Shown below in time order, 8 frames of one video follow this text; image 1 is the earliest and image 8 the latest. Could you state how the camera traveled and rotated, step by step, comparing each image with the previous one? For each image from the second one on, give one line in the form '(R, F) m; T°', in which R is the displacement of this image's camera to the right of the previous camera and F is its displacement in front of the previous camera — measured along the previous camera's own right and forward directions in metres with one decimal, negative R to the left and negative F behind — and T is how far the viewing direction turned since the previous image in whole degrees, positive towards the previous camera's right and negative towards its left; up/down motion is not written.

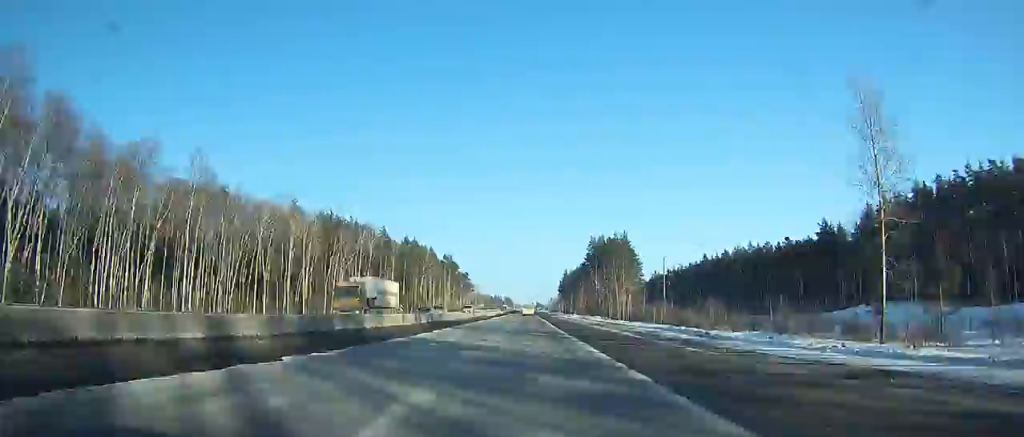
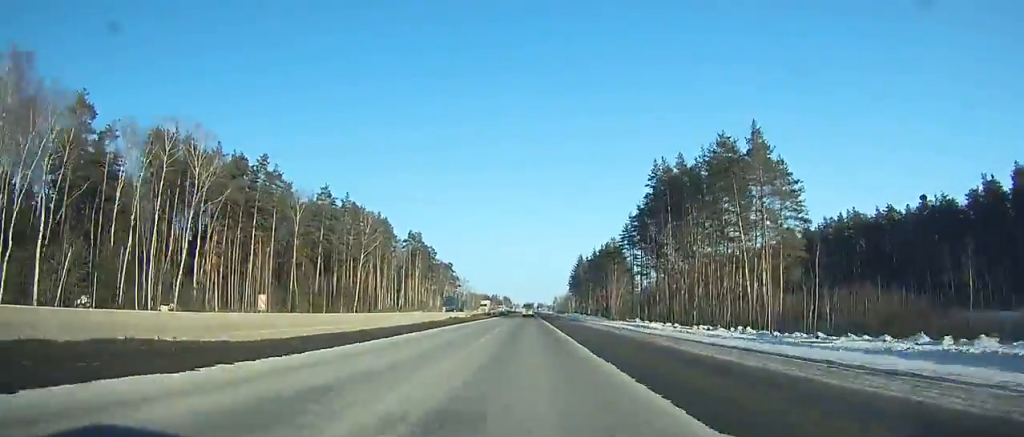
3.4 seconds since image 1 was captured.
(+0.1, +86.5) m; 0°
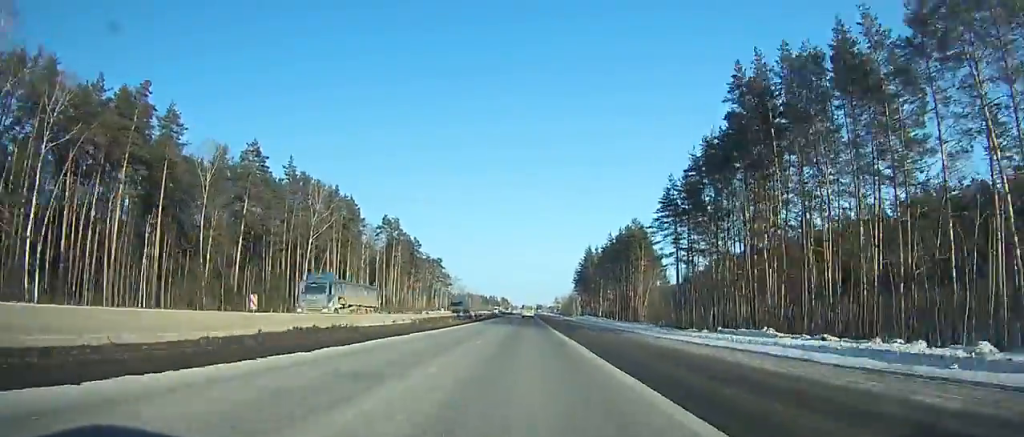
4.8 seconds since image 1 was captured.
(0.0, +34.9) m; 0°
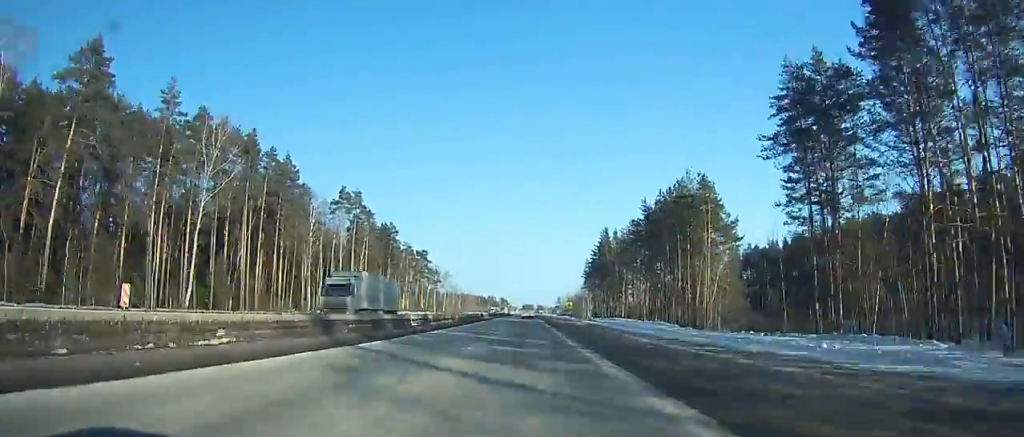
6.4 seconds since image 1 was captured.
(0.0, +39.2) m; 0°
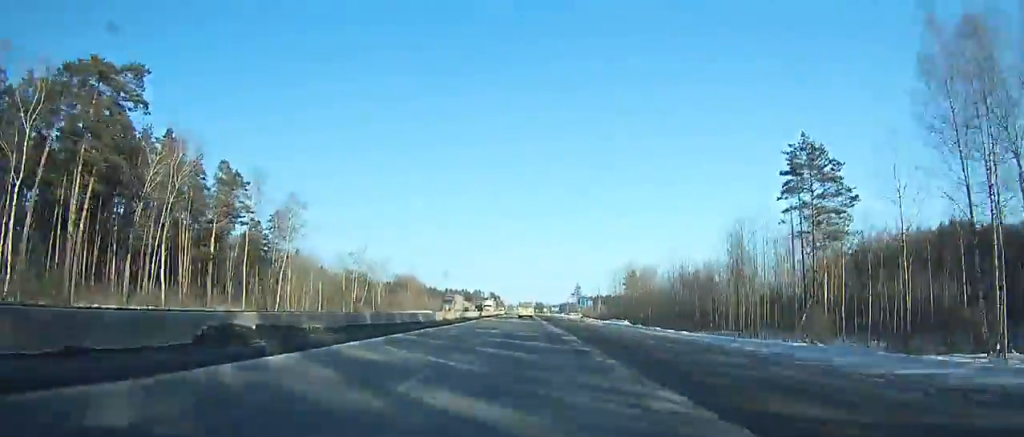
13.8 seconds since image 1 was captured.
(+0.5, +184.5) m; 0°
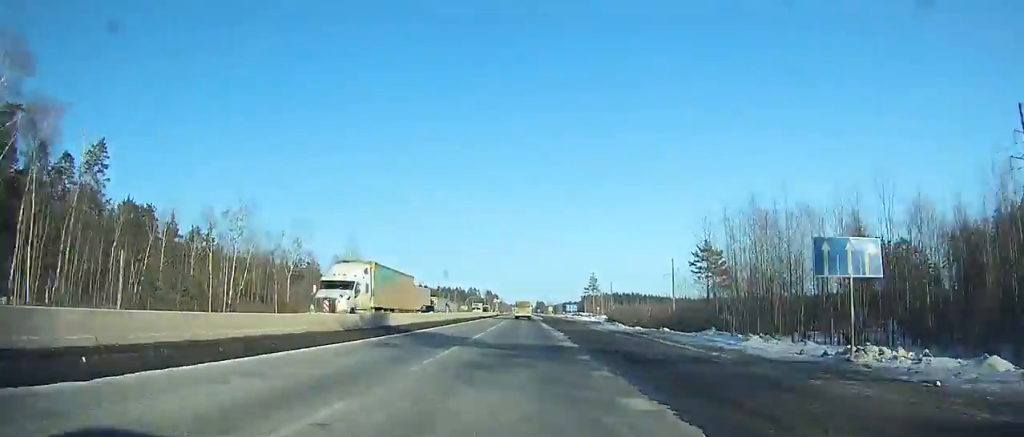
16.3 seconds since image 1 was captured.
(+0.1, +64.4) m; 0°
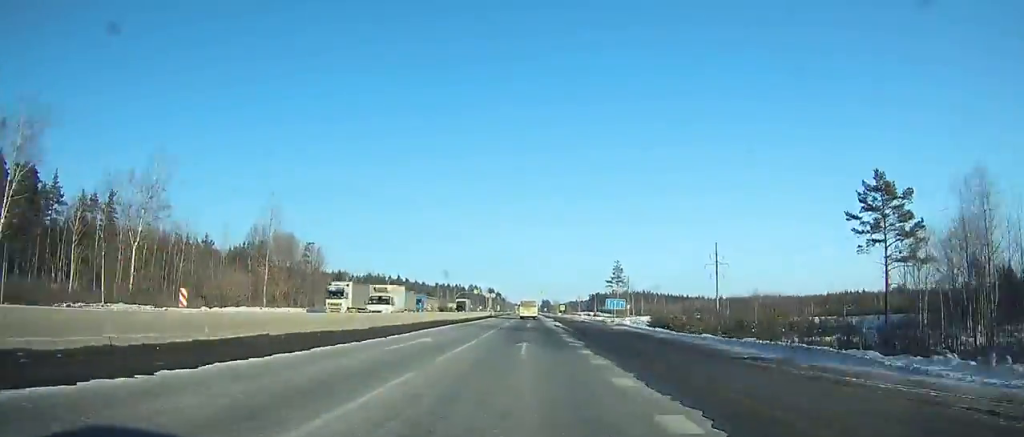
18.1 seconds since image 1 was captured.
(-0.1, +47.6) m; 0°
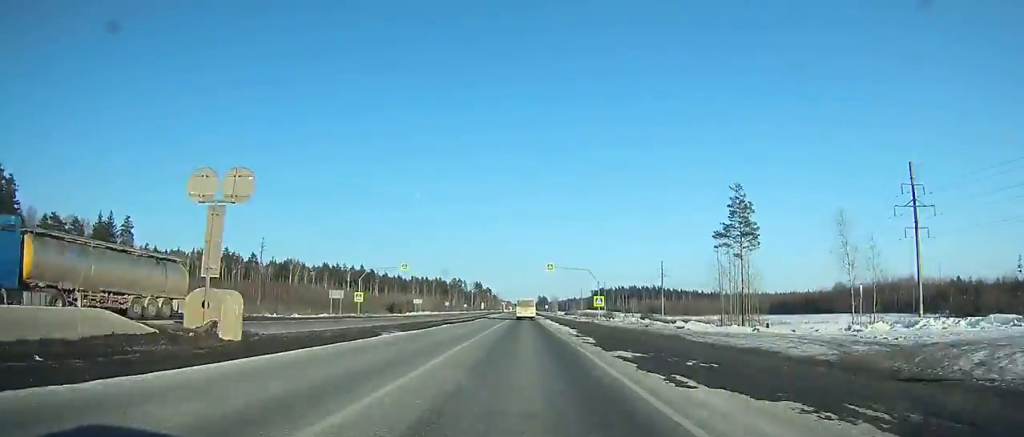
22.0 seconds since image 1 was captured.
(+0.1, +99.2) m; 0°
